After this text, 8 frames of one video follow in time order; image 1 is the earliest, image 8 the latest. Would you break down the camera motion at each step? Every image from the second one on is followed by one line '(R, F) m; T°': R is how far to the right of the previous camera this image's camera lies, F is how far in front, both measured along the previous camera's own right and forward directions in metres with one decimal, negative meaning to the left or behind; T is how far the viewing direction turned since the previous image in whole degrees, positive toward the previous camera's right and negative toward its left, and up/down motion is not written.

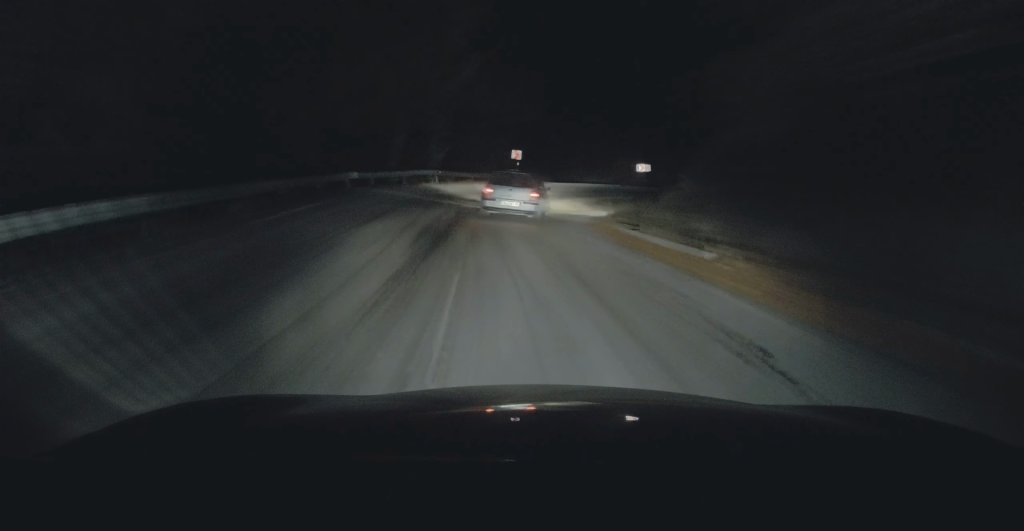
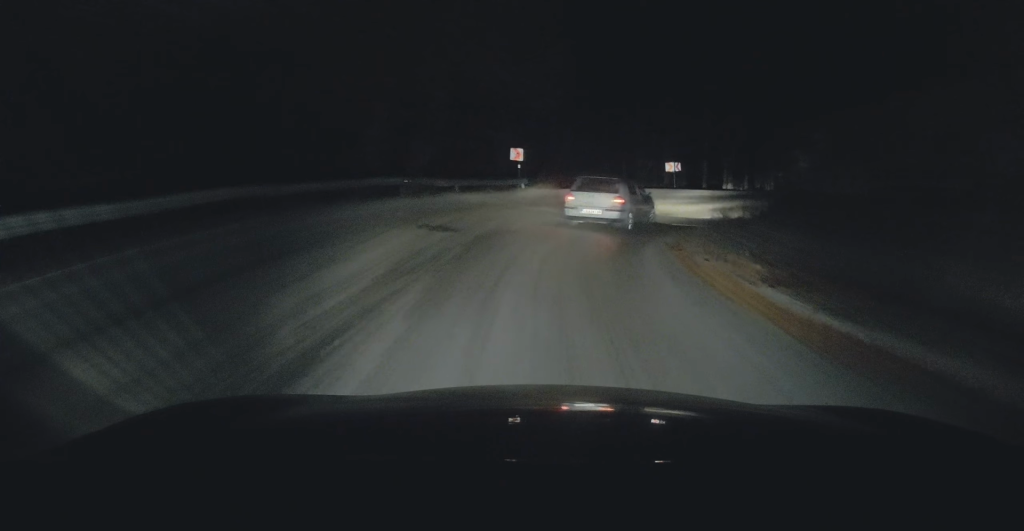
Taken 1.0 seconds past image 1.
(-0.9, +11.2) m; -4°
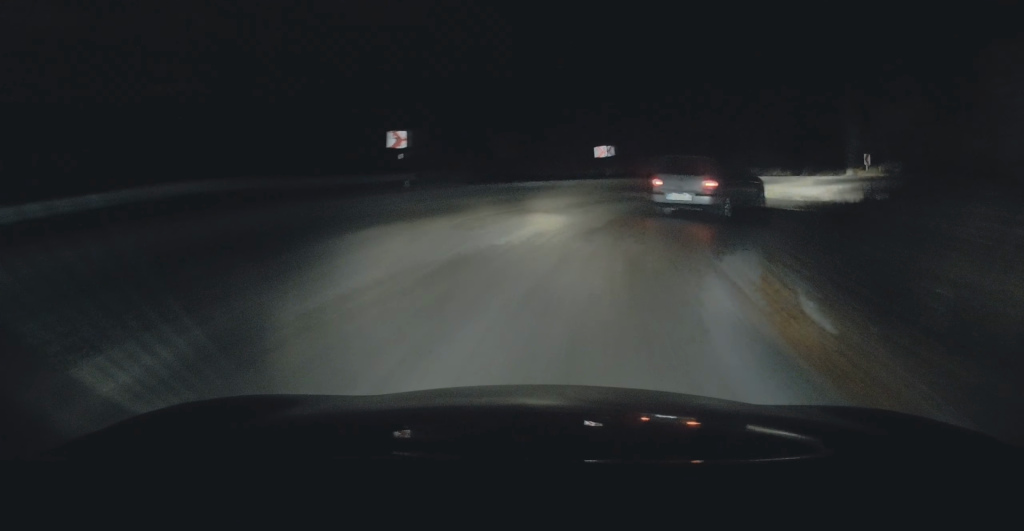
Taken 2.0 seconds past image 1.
(0.0, +10.3) m; +7°
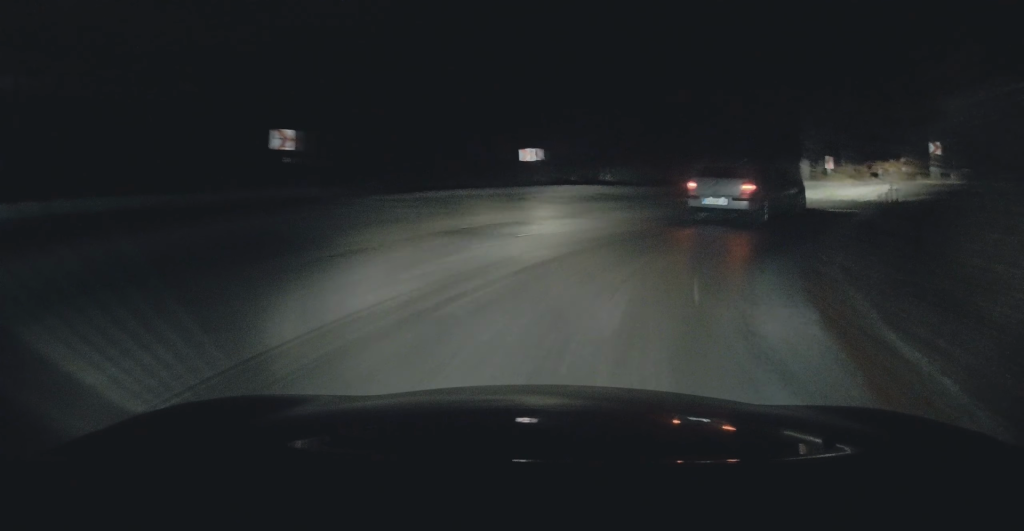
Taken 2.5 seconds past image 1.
(+0.4, +4.5) m; +6°
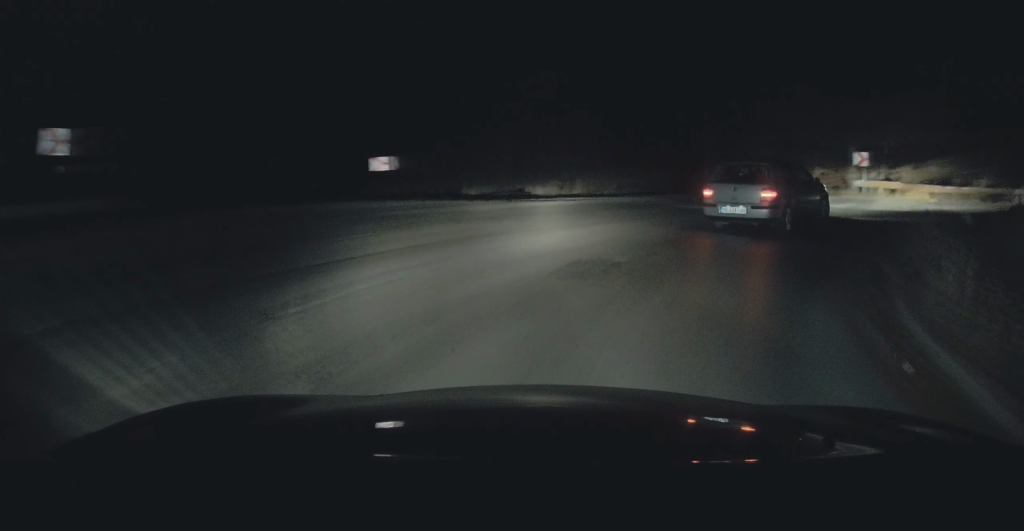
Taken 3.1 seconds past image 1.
(+0.3, +5.5) m; +9°
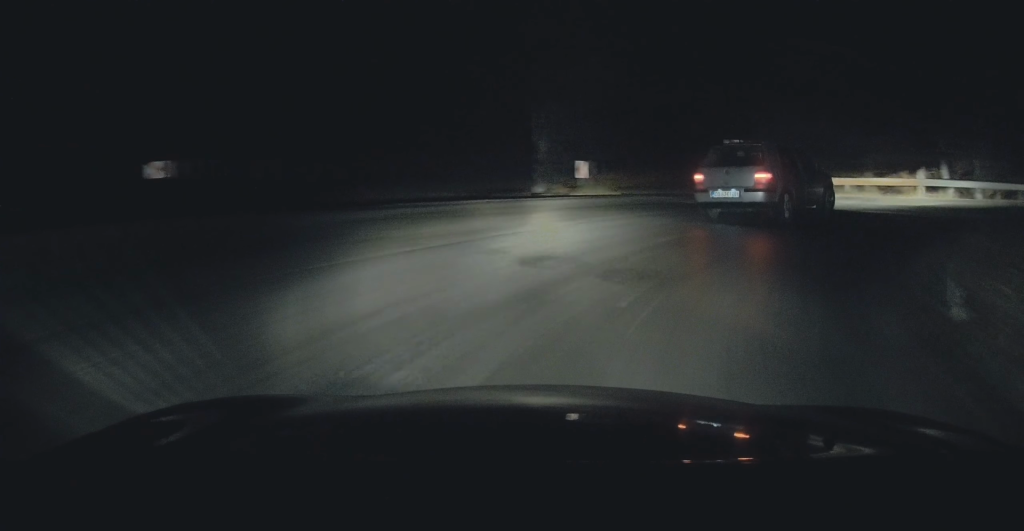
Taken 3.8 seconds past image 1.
(+0.2, +5.7) m; +13°
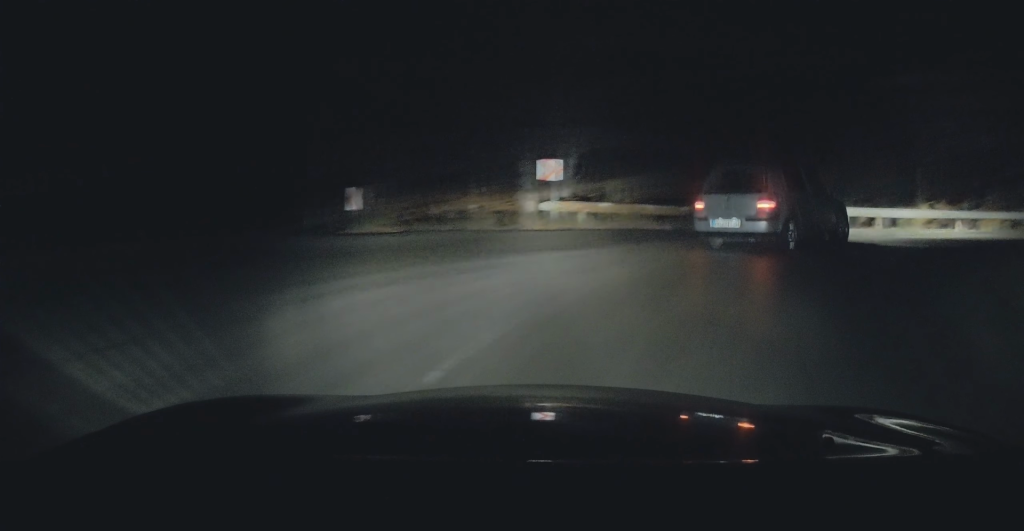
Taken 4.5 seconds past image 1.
(+1.2, +5.6) m; +21°
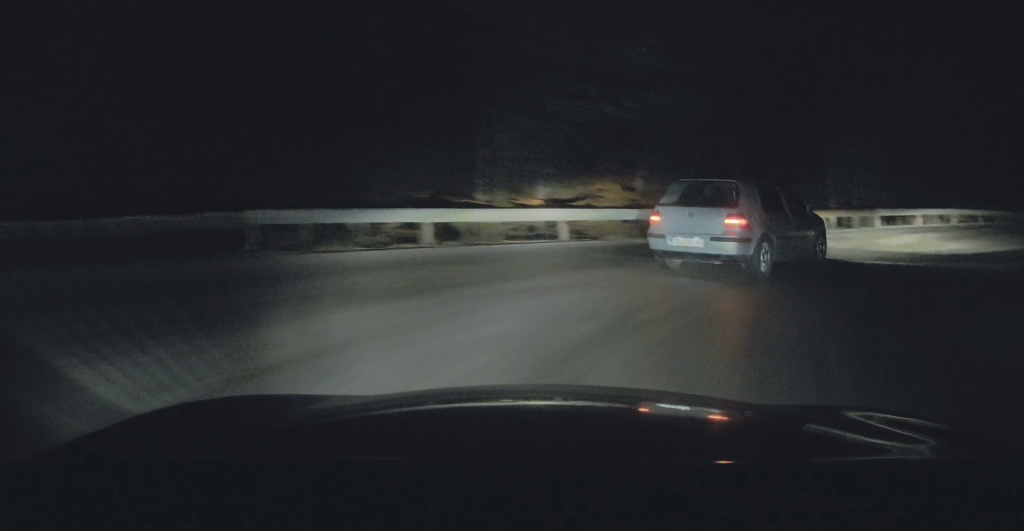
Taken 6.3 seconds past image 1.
(+5.0, +10.7) m; +46°
